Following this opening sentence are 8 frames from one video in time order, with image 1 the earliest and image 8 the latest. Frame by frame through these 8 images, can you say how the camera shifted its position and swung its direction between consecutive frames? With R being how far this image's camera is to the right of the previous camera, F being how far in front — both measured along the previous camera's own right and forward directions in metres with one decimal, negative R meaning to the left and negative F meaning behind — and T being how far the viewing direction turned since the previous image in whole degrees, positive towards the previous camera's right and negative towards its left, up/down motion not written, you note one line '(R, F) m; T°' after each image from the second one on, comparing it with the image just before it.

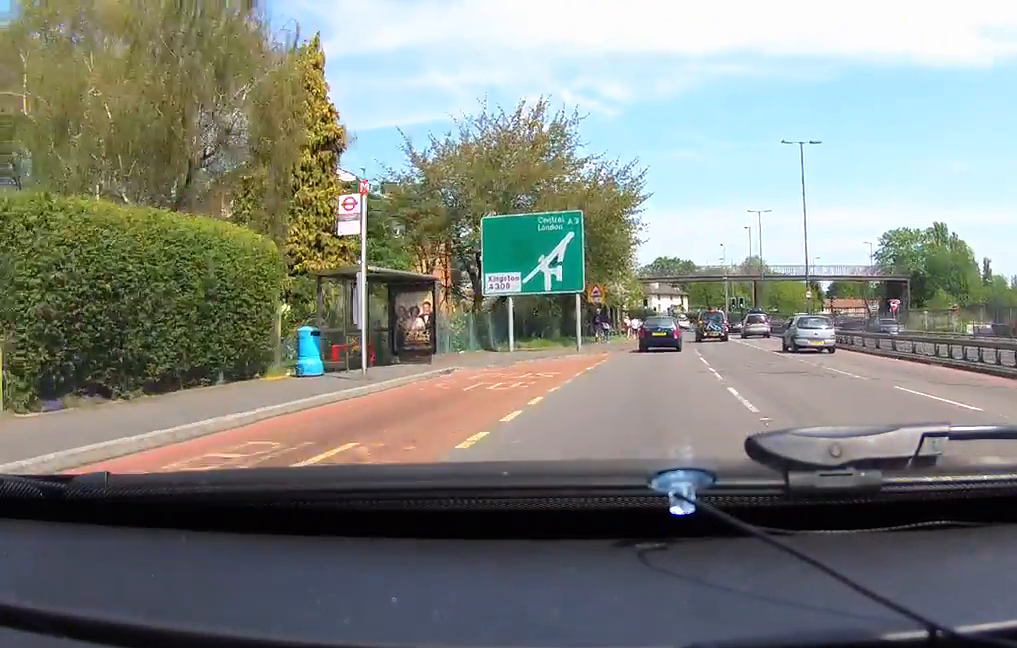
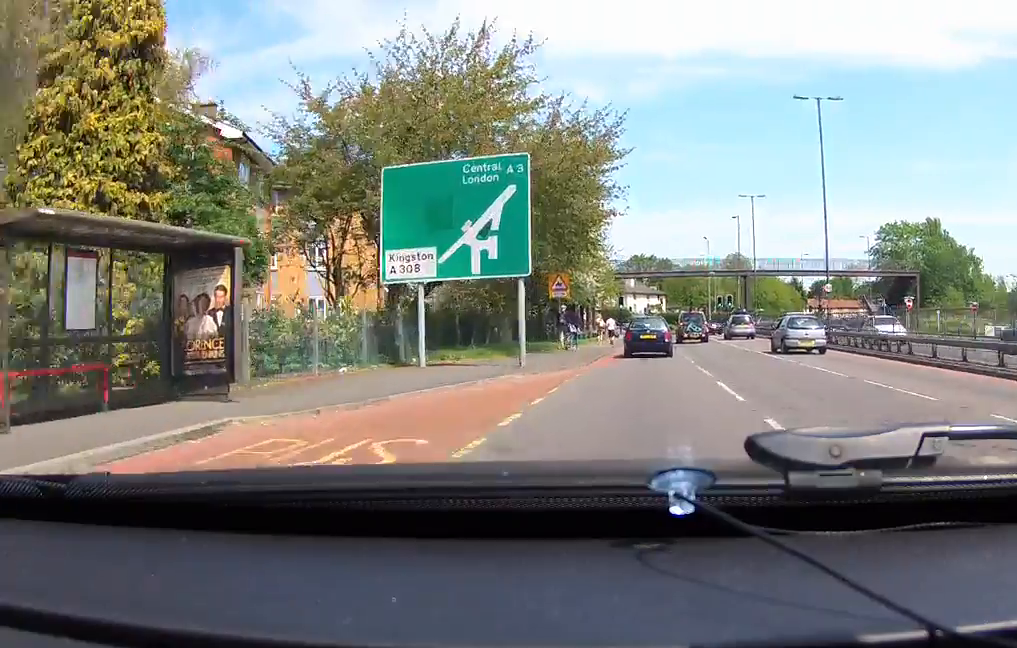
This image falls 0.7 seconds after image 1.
(+0.2, +10.6) m; +1°
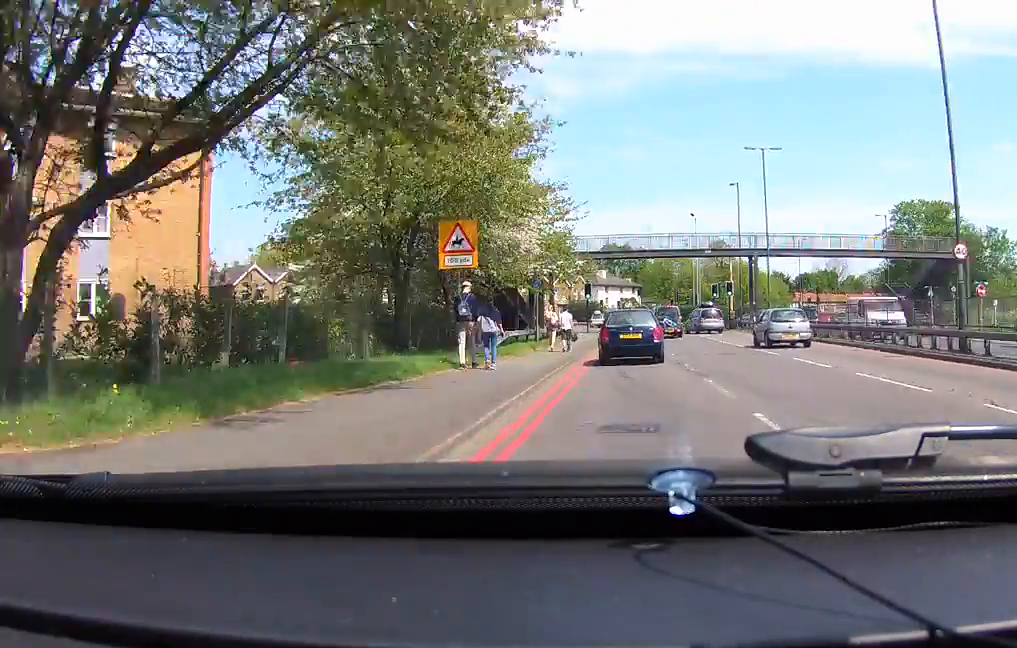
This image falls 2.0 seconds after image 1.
(0.0, +18.5) m; 0°
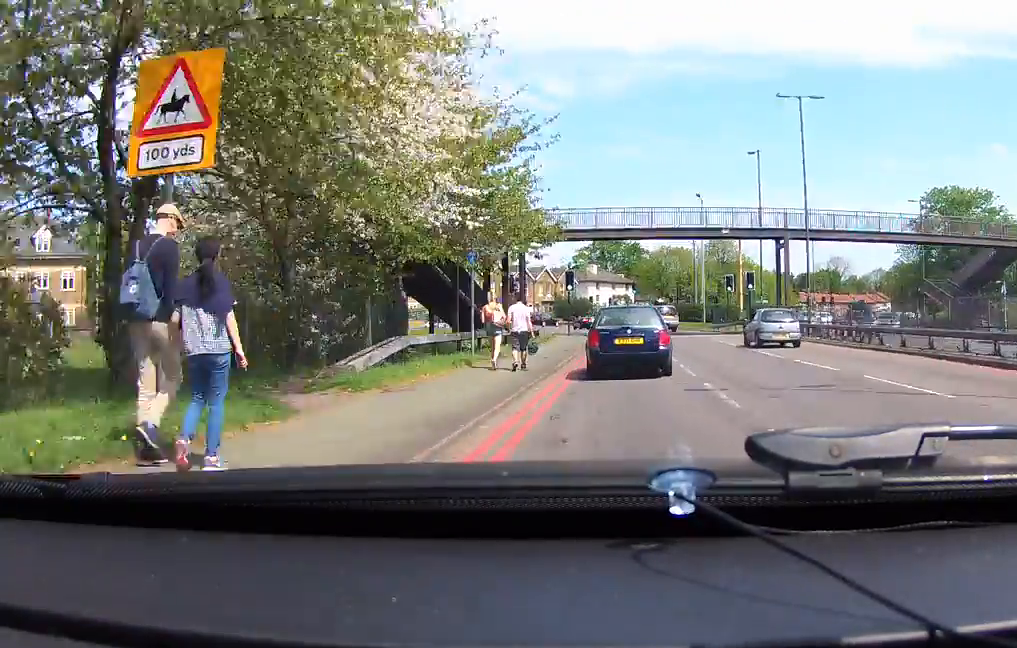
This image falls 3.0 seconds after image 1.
(0.0, +13.9) m; 0°
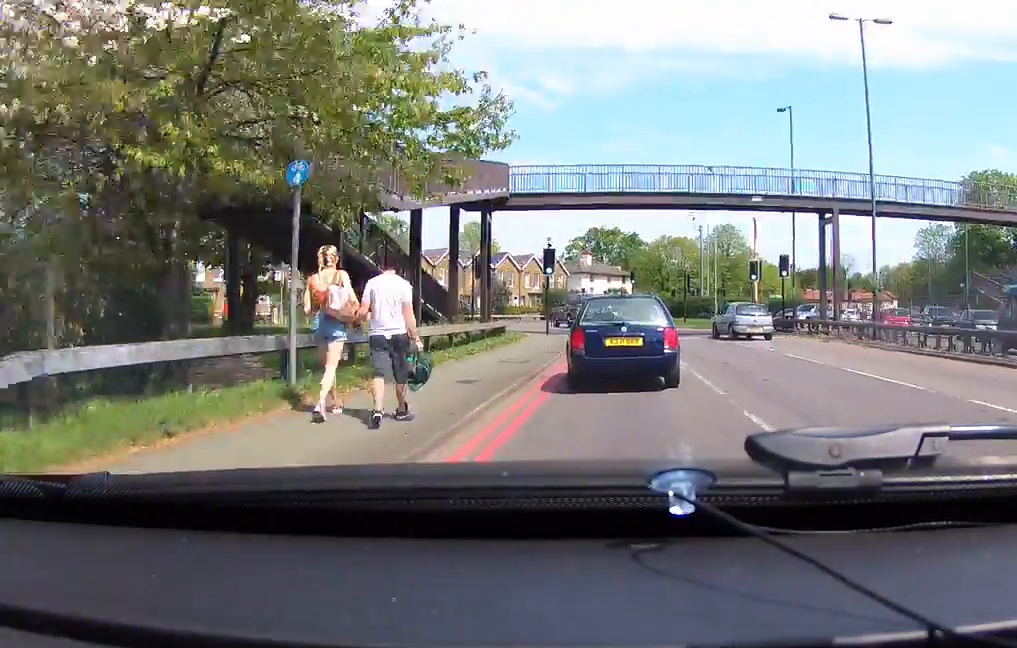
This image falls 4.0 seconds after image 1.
(0.0, +12.4) m; +1°
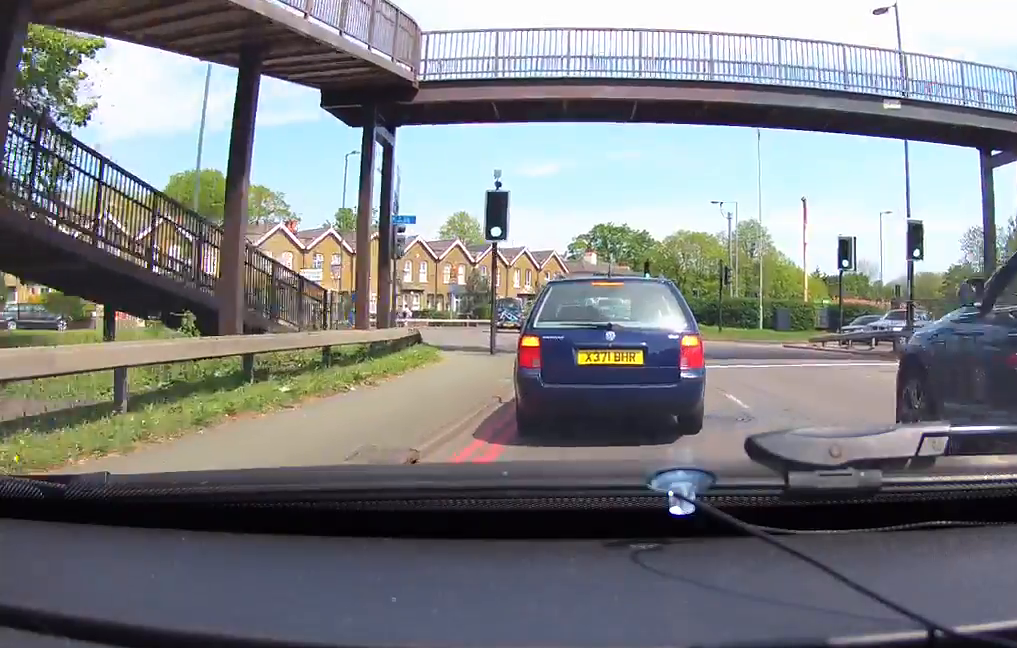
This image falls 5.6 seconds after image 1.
(+0.2, +19.8) m; +1°
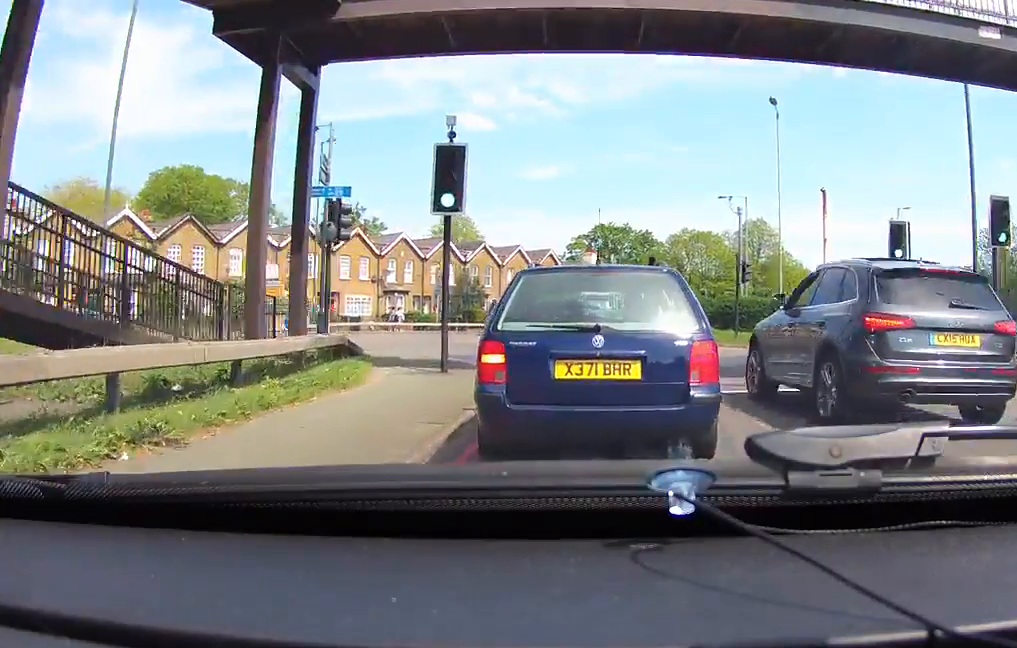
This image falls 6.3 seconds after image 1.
(0.0, +6.8) m; 0°
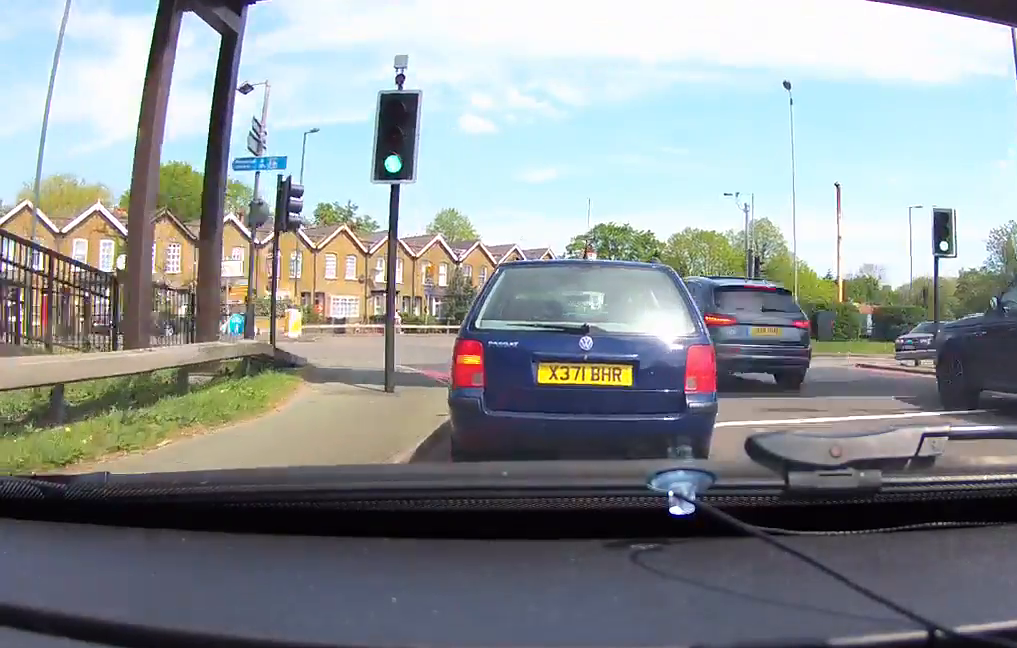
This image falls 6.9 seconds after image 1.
(0.0, +4.8) m; -1°
